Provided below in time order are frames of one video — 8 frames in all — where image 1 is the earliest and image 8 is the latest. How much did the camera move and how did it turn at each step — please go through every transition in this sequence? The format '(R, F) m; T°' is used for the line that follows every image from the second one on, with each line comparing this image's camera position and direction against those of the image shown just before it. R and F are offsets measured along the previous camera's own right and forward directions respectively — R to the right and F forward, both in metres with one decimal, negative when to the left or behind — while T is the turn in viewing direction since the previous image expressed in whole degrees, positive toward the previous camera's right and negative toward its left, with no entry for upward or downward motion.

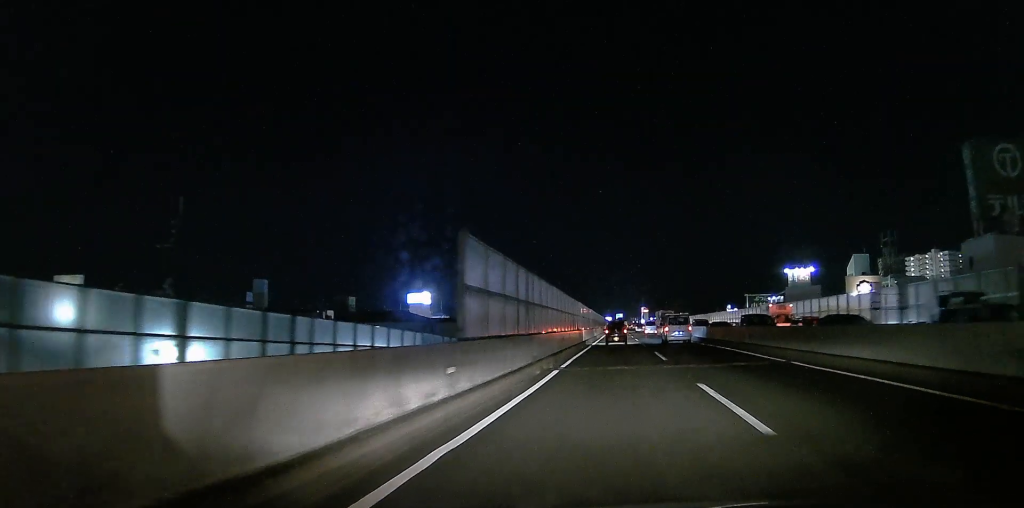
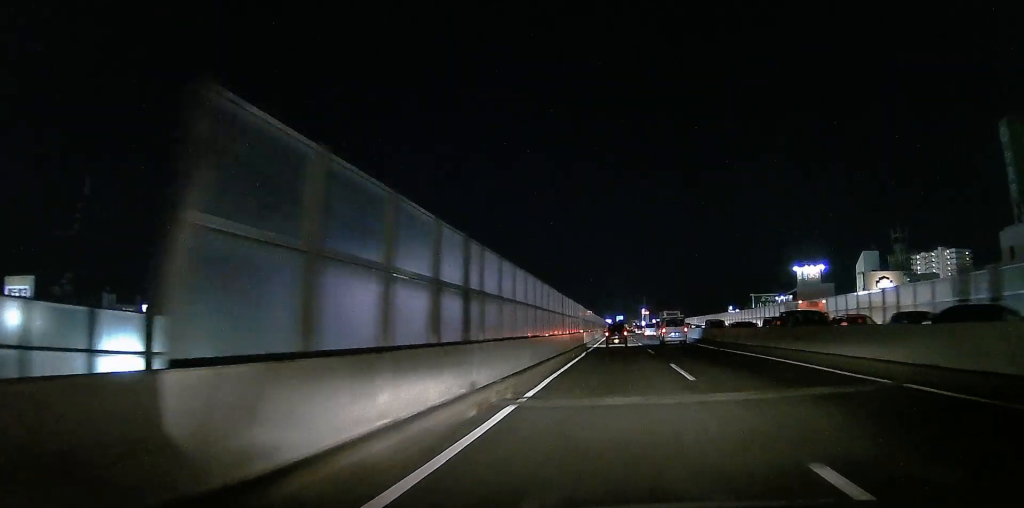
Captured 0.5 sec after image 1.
(+0.1, +8.0) m; 0°
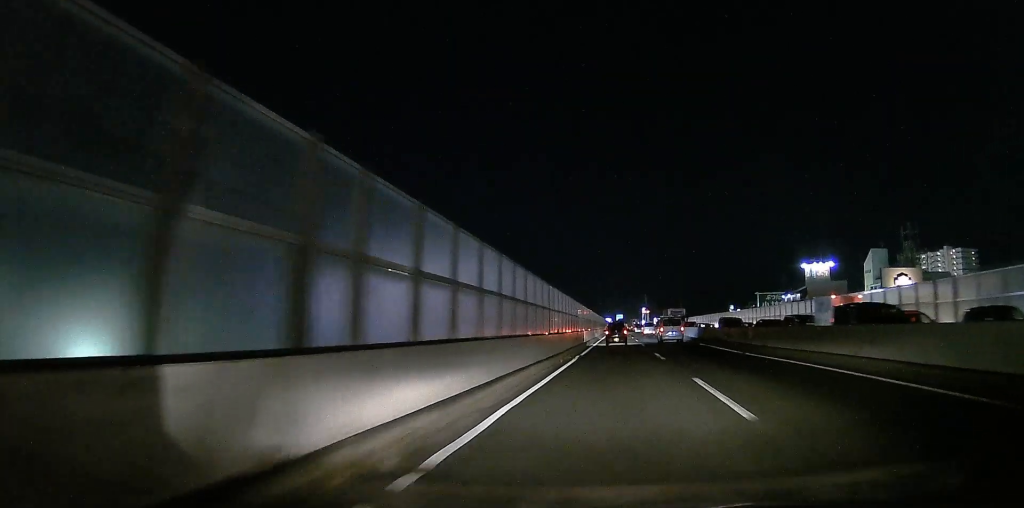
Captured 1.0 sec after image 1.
(0.0, +6.4) m; 0°
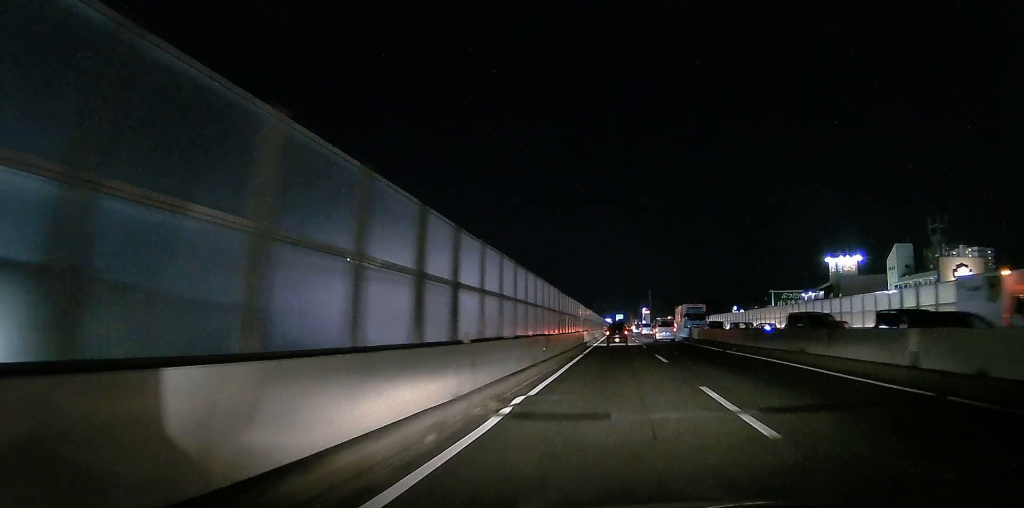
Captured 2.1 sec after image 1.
(0.0, +16.5) m; 0°
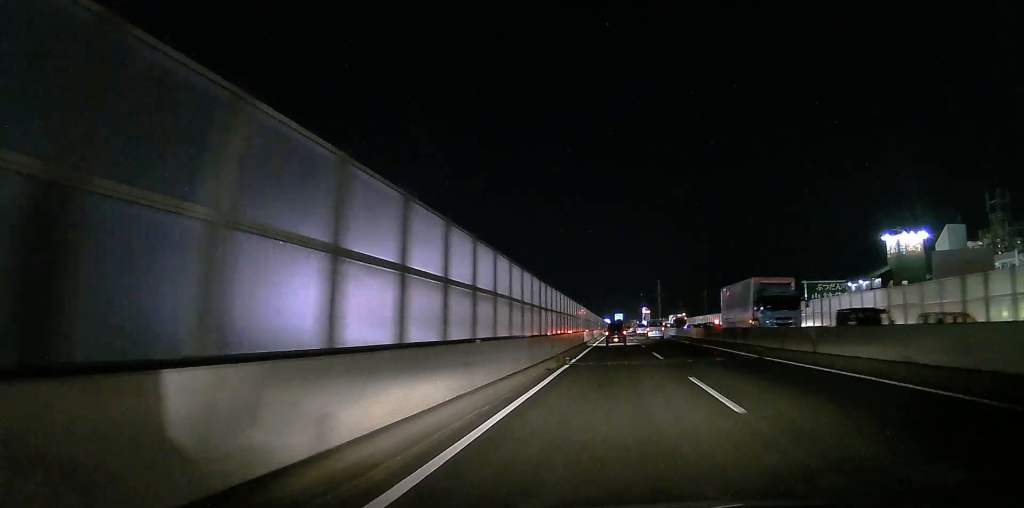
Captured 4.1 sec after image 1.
(+0.2, +28.5) m; 0°
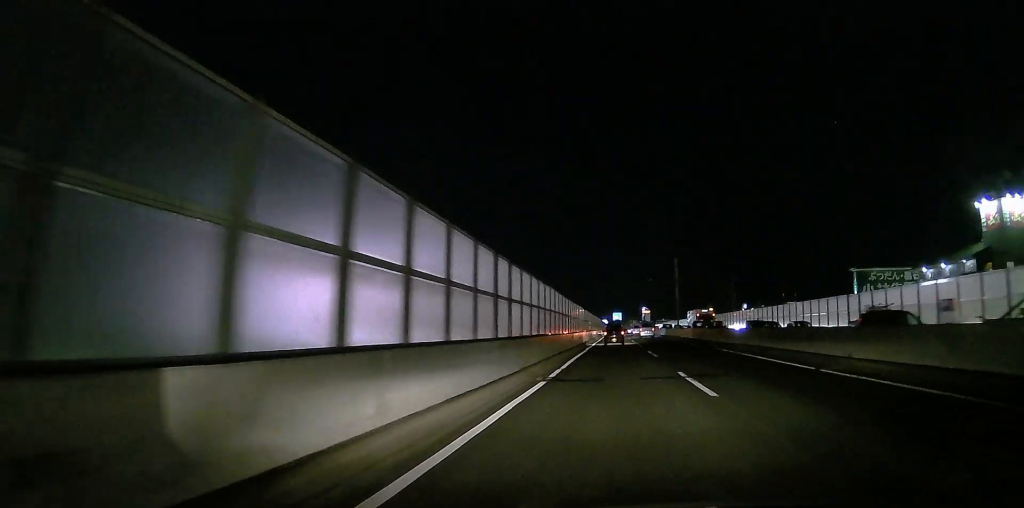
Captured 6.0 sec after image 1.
(-0.2, +27.8) m; 0°
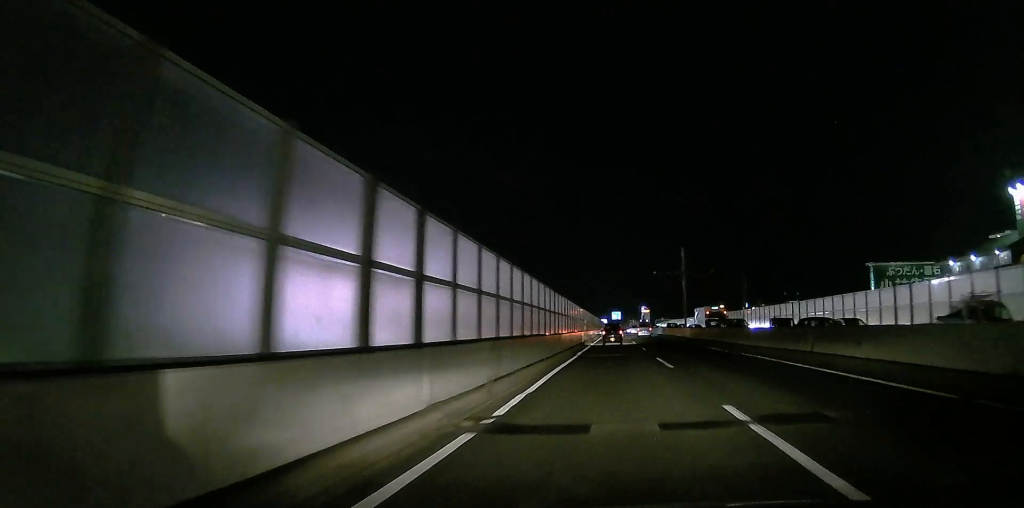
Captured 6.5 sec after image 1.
(0.0, +7.2) m; 0°
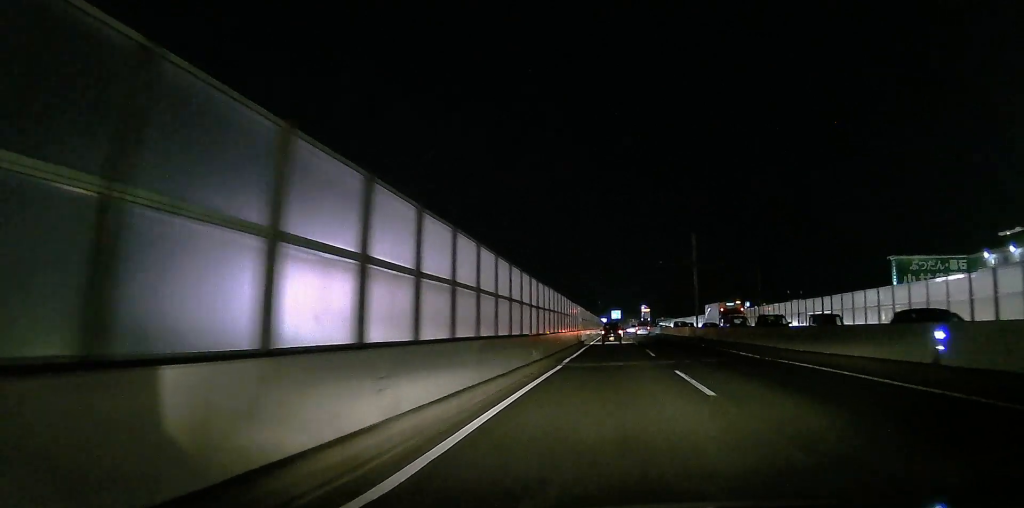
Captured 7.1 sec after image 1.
(0.0, +7.7) m; 0°
